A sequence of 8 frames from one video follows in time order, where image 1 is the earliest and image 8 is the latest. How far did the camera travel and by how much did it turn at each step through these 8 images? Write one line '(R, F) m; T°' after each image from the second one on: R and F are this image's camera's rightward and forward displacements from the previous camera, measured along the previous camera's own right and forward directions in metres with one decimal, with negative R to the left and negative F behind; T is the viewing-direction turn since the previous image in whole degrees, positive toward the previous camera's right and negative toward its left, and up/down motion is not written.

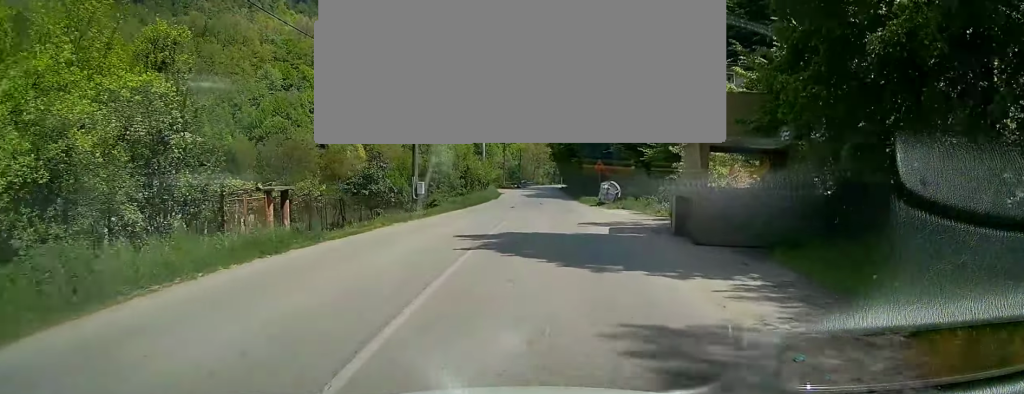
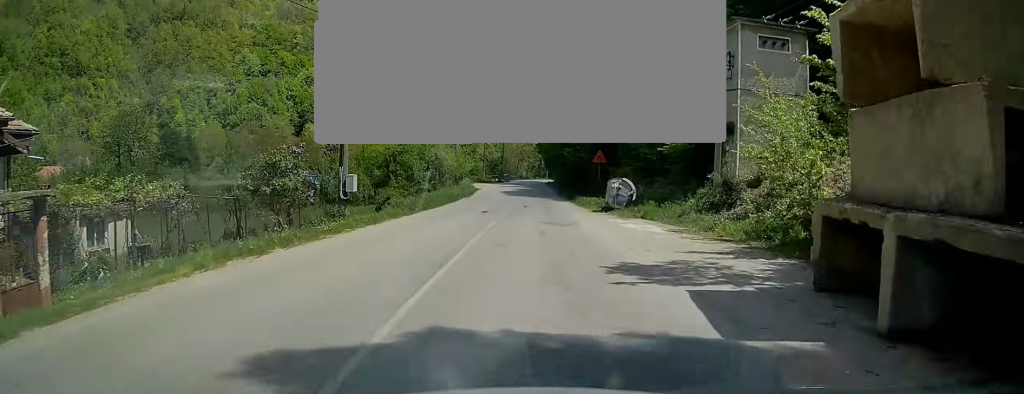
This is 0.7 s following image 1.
(+0.4, +10.0) m; +3°
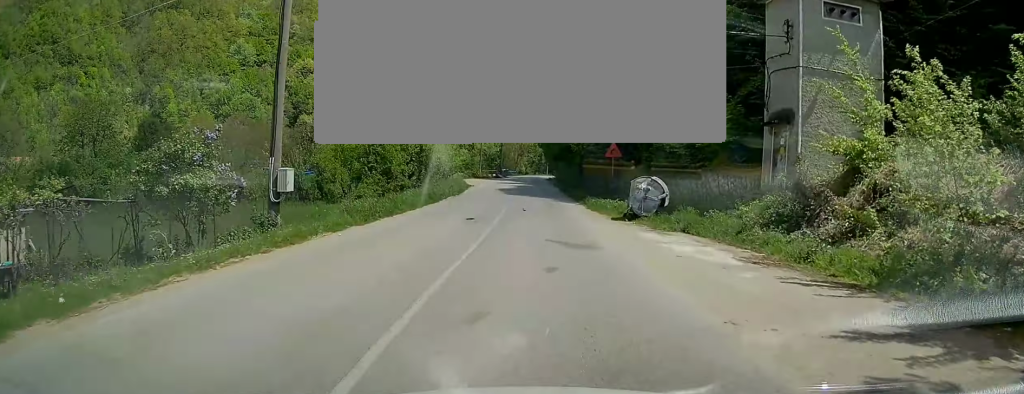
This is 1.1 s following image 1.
(0.0, +6.2) m; +2°
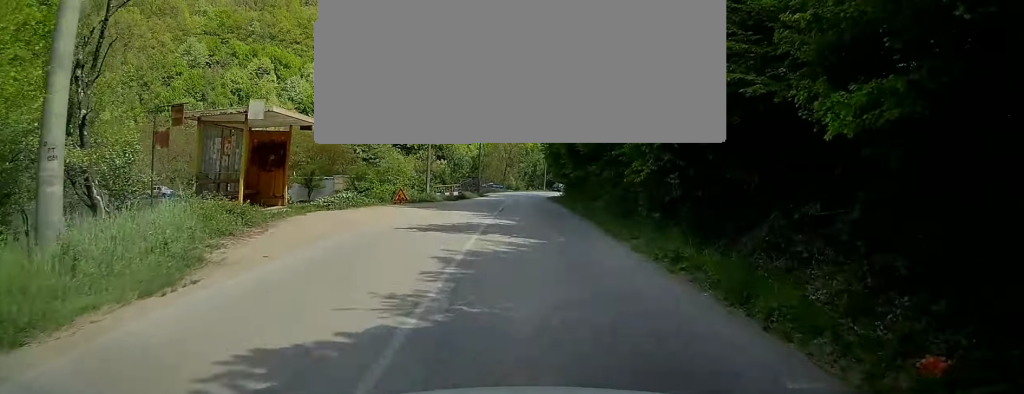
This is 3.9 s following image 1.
(+1.5, +37.4) m; +3°
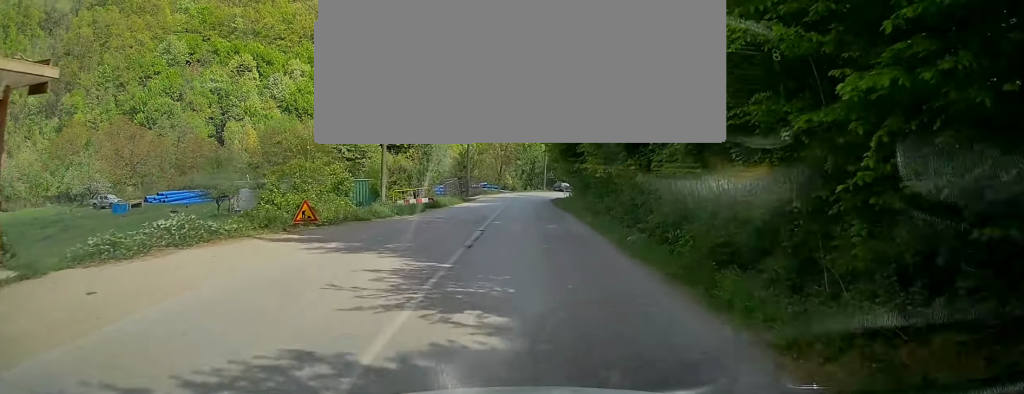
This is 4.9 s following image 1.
(-0.3, +12.5) m; -3°
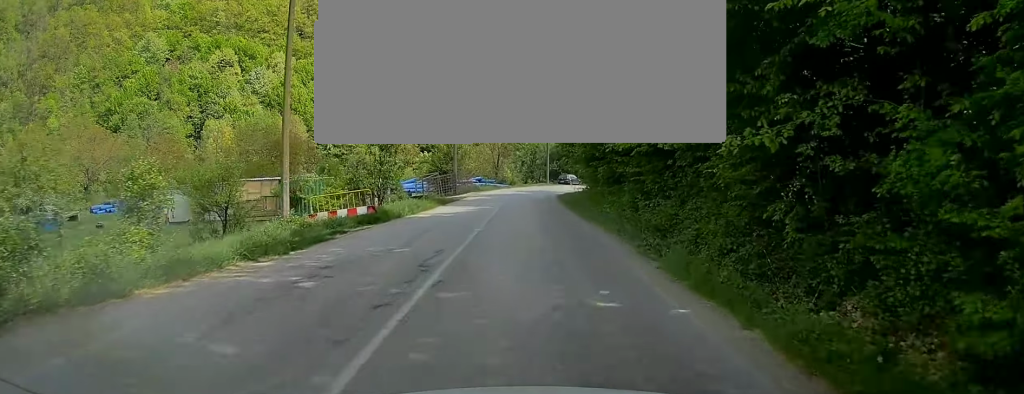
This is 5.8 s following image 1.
(-0.4, +12.1) m; -1°
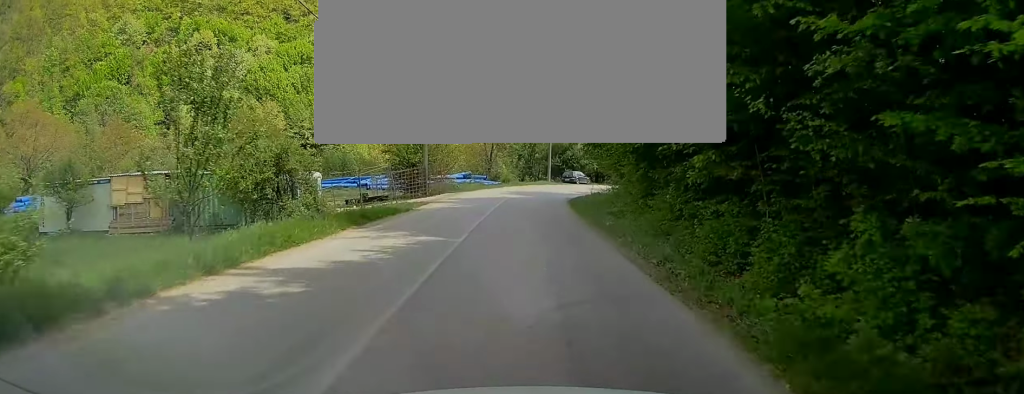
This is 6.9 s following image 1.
(+0.2, +14.8) m; +2°
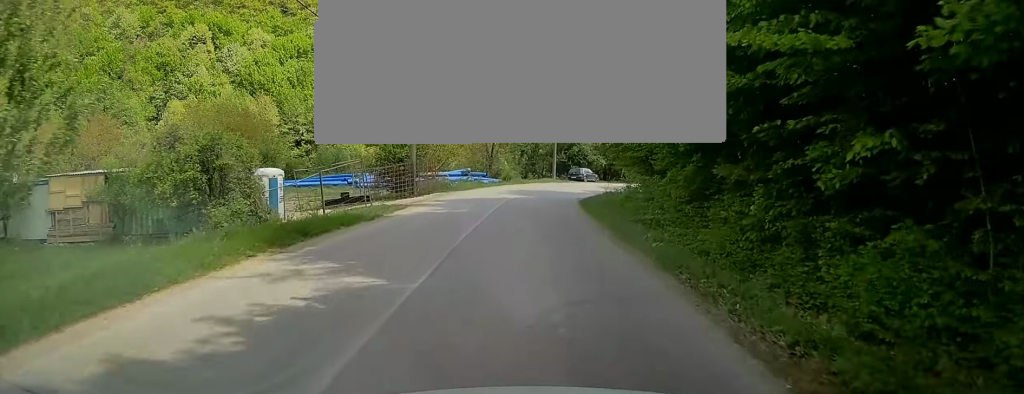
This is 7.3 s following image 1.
(0.0, +5.4) m; 0°
